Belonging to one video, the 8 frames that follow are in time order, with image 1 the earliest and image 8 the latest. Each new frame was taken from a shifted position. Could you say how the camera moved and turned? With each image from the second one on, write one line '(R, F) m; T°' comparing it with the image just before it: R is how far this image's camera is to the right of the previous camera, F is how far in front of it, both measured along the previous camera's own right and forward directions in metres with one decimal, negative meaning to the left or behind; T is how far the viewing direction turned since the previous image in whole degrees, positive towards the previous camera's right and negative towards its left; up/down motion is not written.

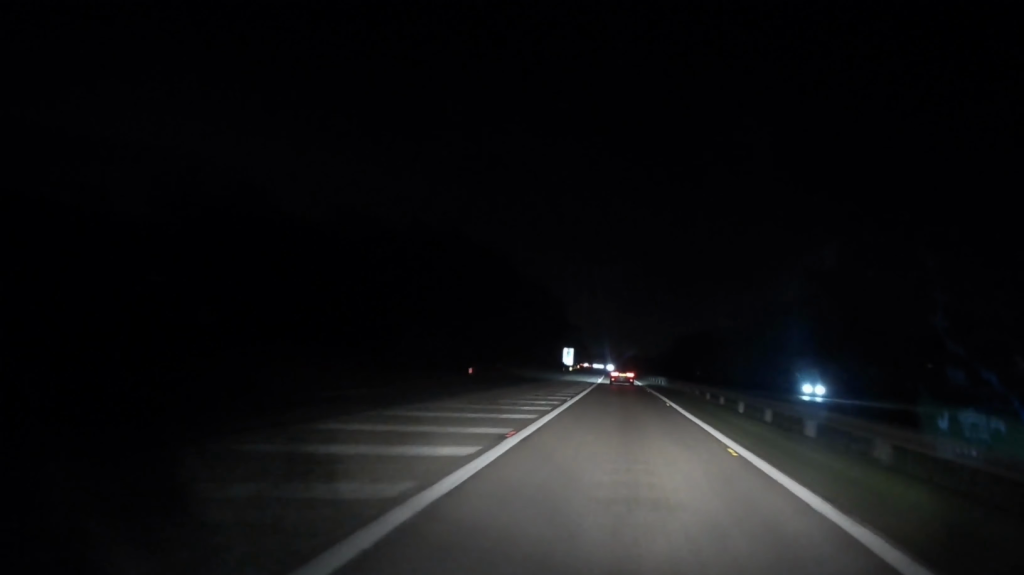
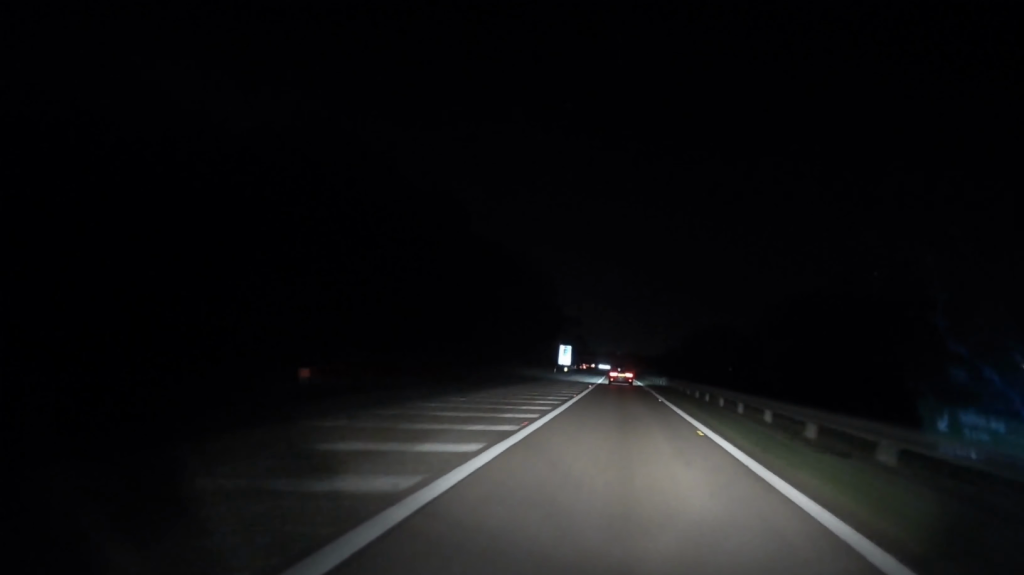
(-0.1, +28.9) m; -1°
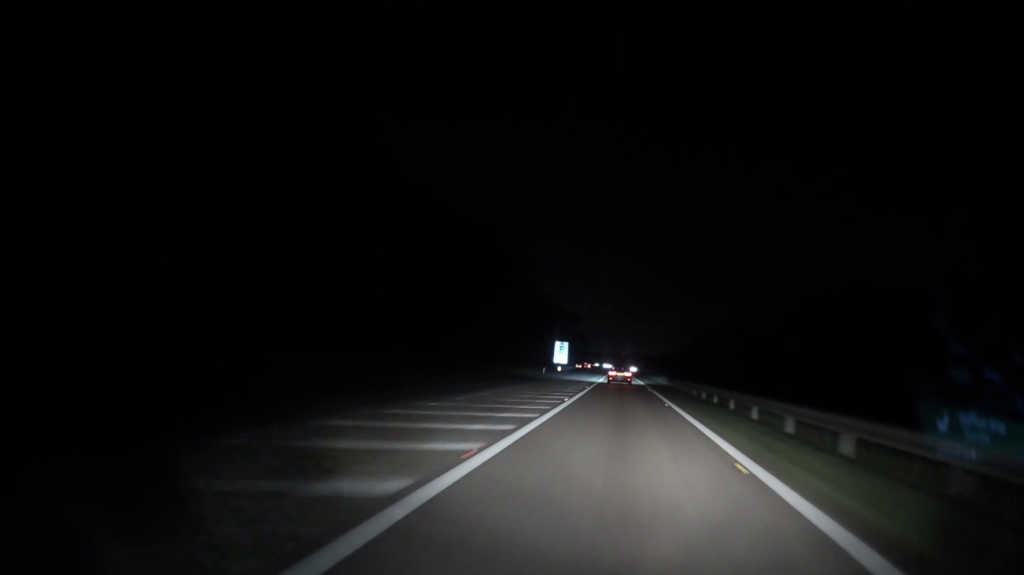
(-0.2, +21.8) m; 0°
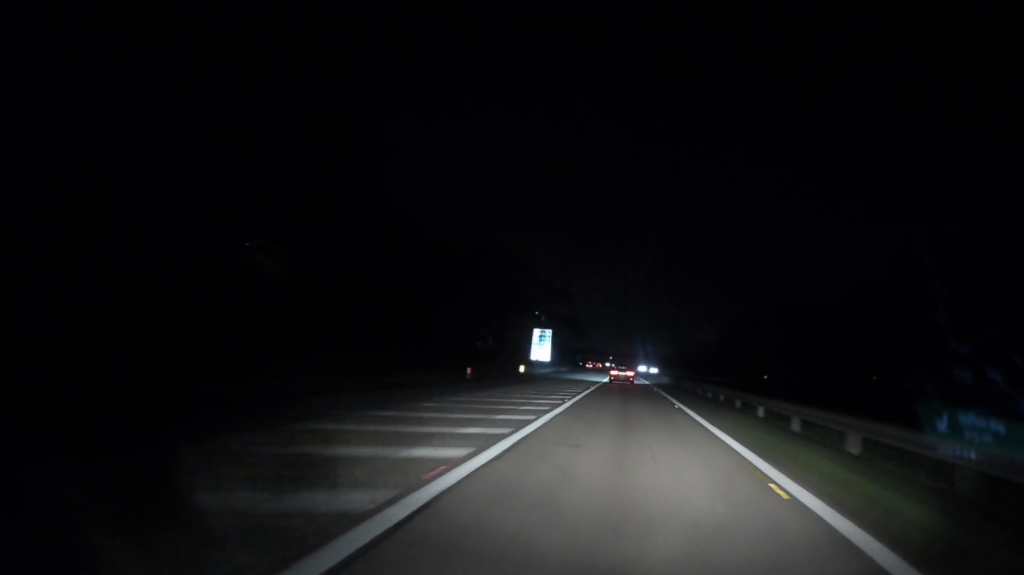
(0.0, +53.0) m; 0°
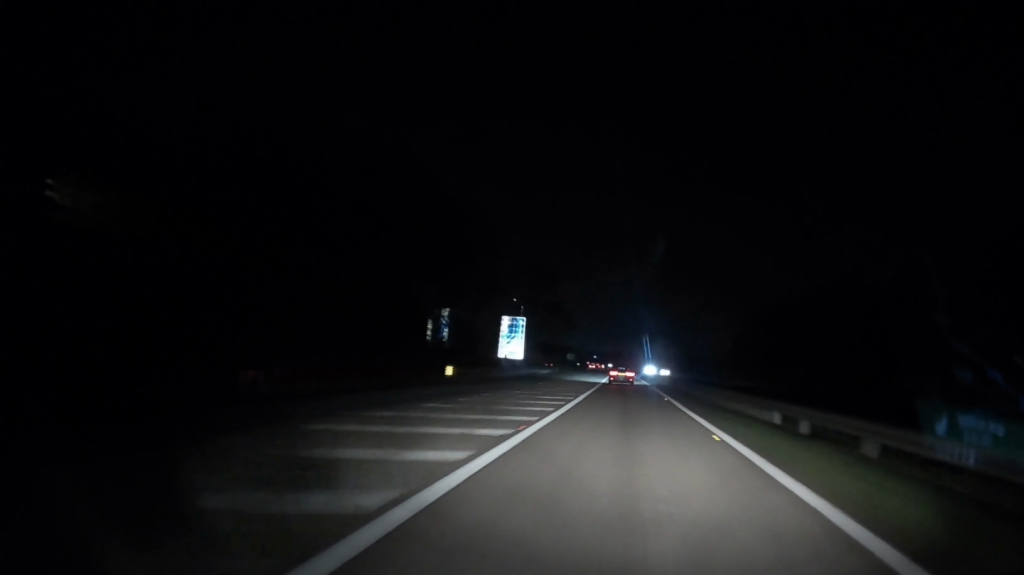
(-0.3, +29.2) m; -1°
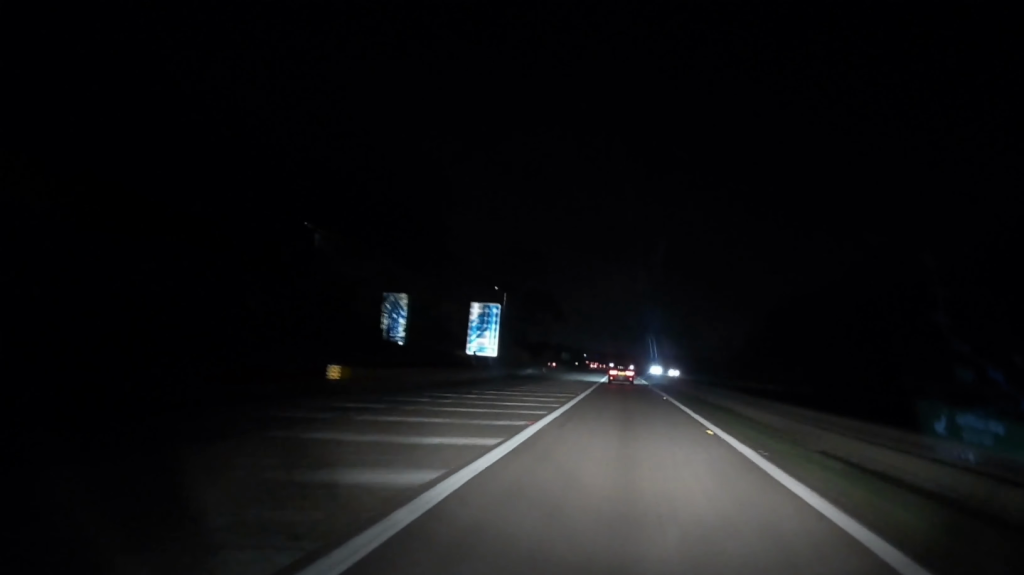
(0.0, +16.0) m; 0°
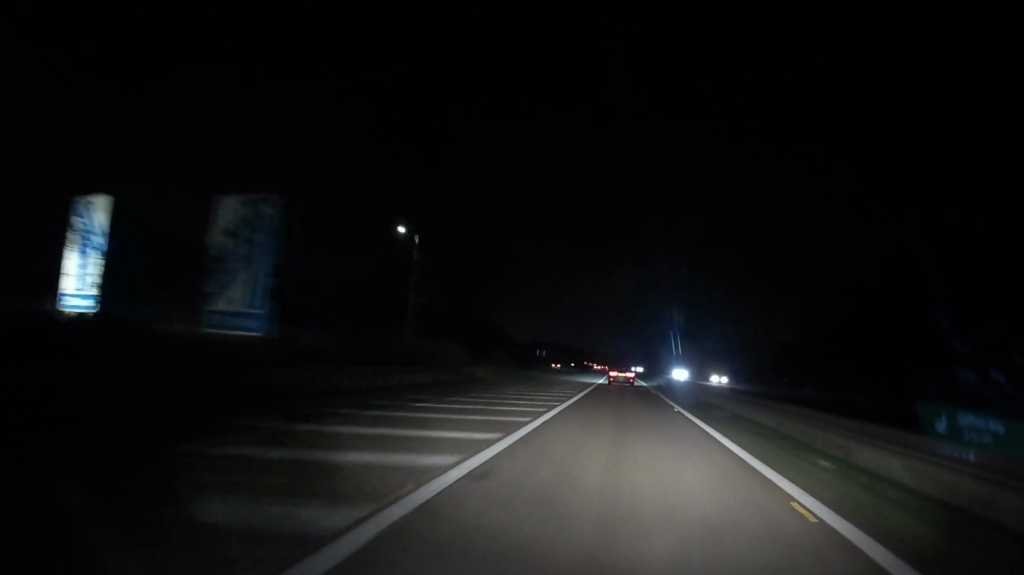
(+0.5, +43.4) m; 0°
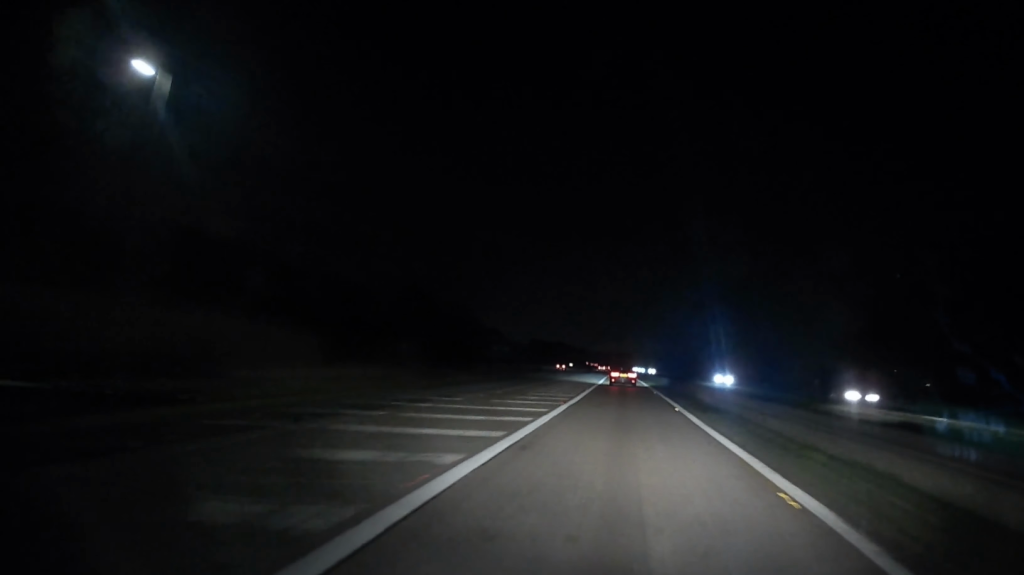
(-0.6, +33.3) m; -2°
